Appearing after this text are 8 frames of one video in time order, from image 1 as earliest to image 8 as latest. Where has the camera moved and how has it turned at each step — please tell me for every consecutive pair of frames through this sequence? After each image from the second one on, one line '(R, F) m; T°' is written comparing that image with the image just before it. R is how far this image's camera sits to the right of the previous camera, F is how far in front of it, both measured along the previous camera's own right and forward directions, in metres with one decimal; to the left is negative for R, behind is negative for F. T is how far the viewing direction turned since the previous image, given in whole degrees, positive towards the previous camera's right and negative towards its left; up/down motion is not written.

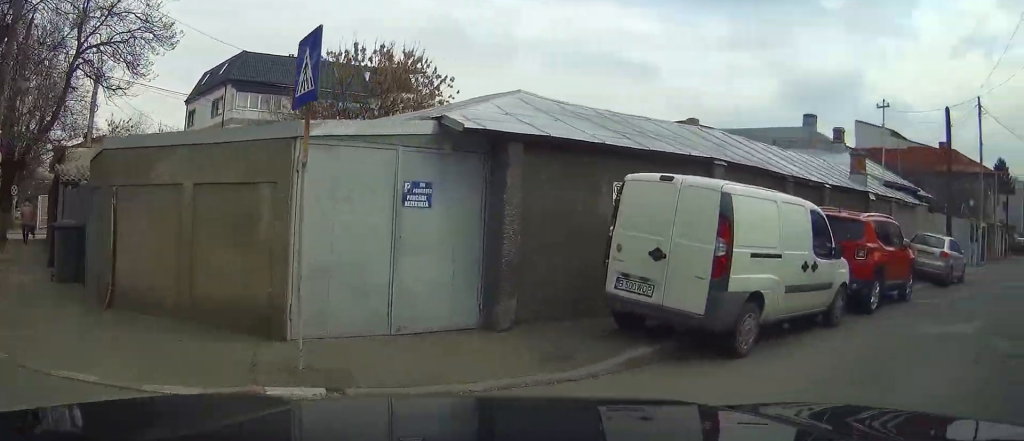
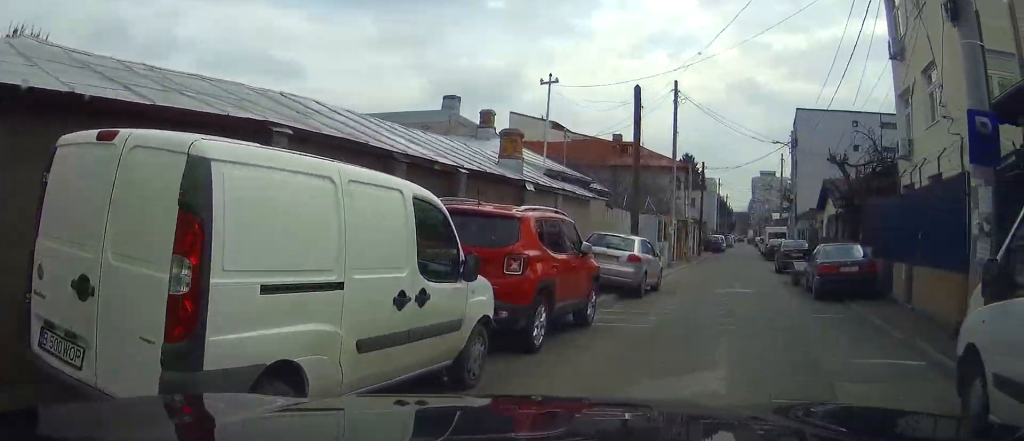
(+1.2, +3.9) m; +24°
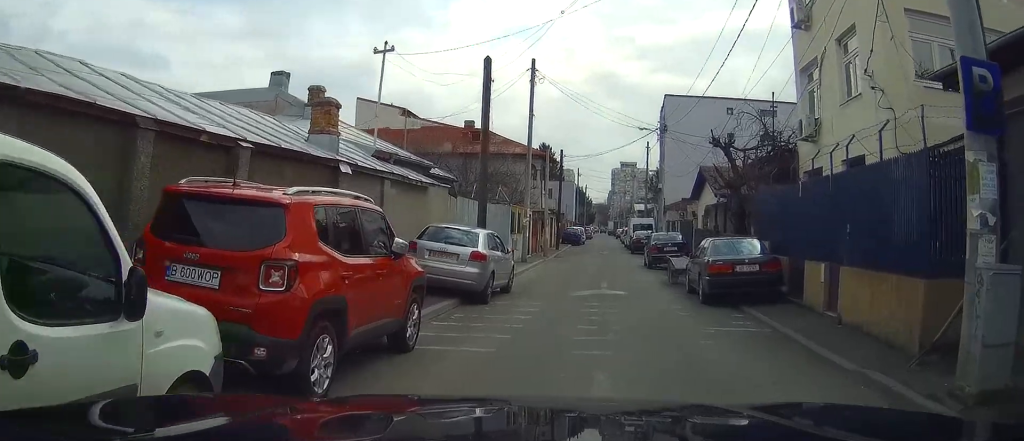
(+0.3, +3.0) m; +6°
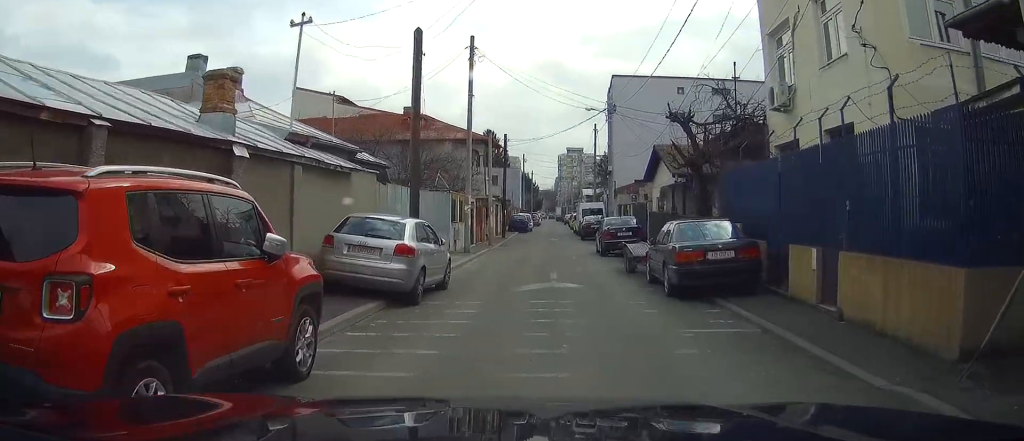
(0.0, +2.0) m; 0°
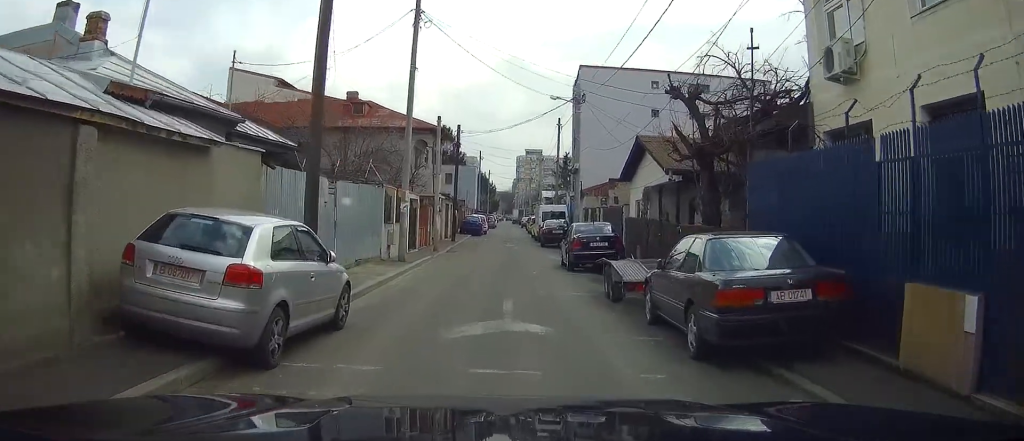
(0.0, +5.5) m; 0°
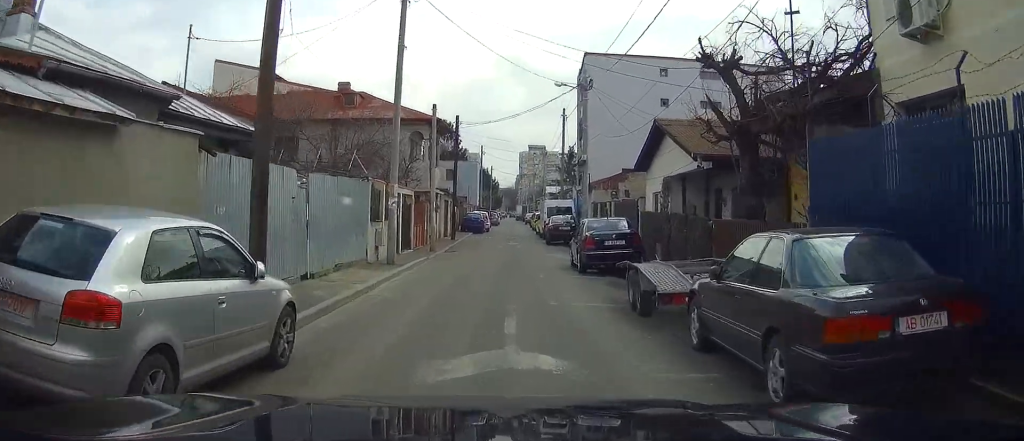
(0.0, +2.7) m; 0°
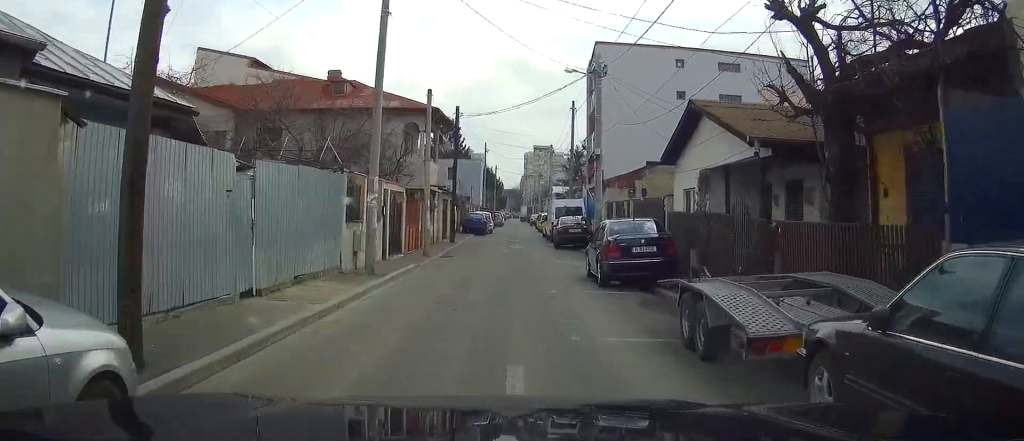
(0.0, +3.7) m; 0°
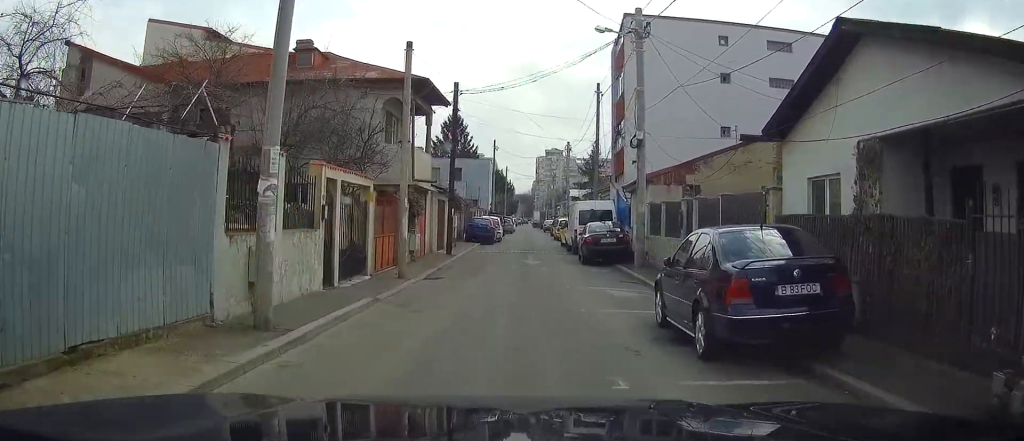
(0.0, +8.0) m; -1°
